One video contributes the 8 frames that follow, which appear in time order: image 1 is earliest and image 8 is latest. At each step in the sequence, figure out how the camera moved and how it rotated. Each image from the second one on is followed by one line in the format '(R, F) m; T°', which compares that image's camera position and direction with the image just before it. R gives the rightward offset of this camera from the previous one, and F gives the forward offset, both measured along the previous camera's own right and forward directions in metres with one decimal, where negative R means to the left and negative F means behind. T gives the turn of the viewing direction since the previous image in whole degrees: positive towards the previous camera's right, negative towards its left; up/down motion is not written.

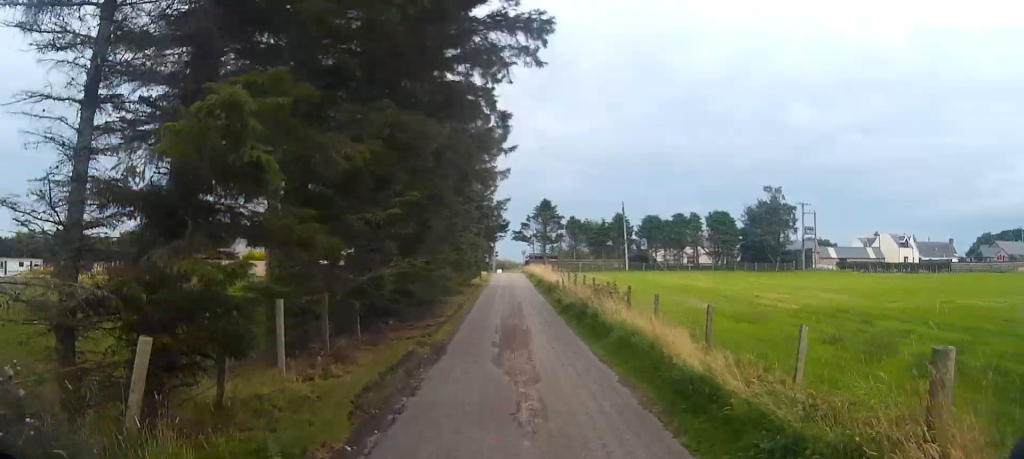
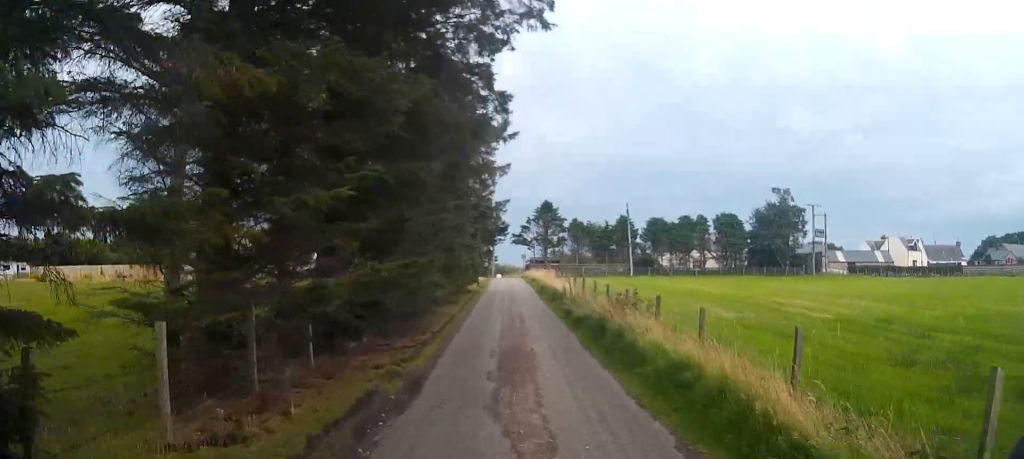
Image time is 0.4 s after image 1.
(0.0, +2.5) m; 0°
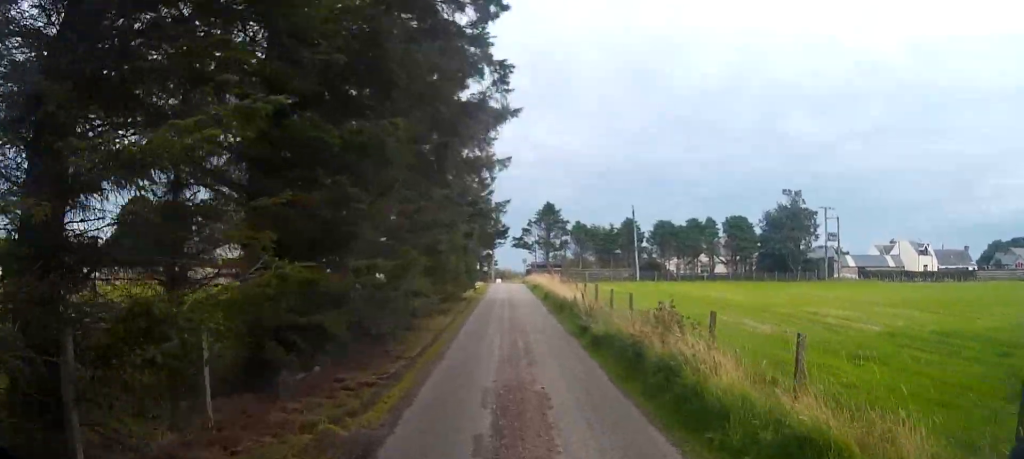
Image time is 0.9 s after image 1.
(-0.1, +2.8) m; -2°
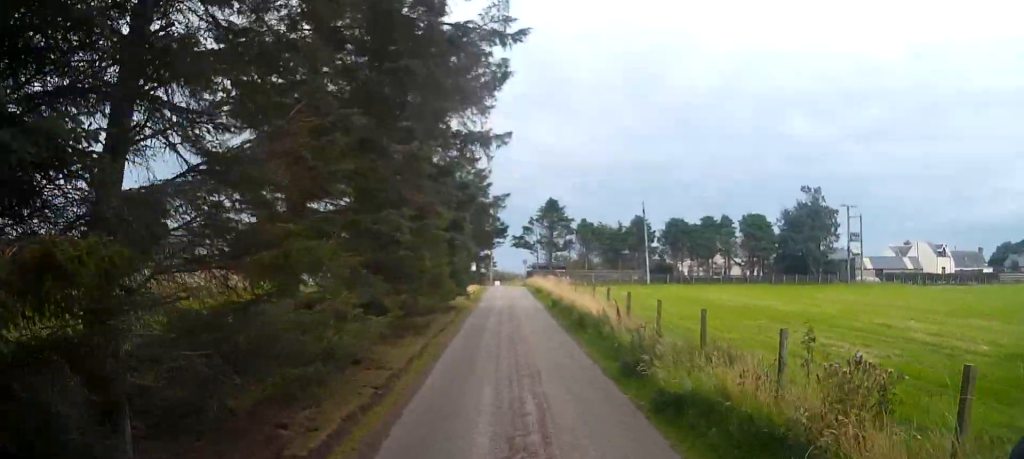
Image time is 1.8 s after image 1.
(-0.1, +4.9) m; -1°
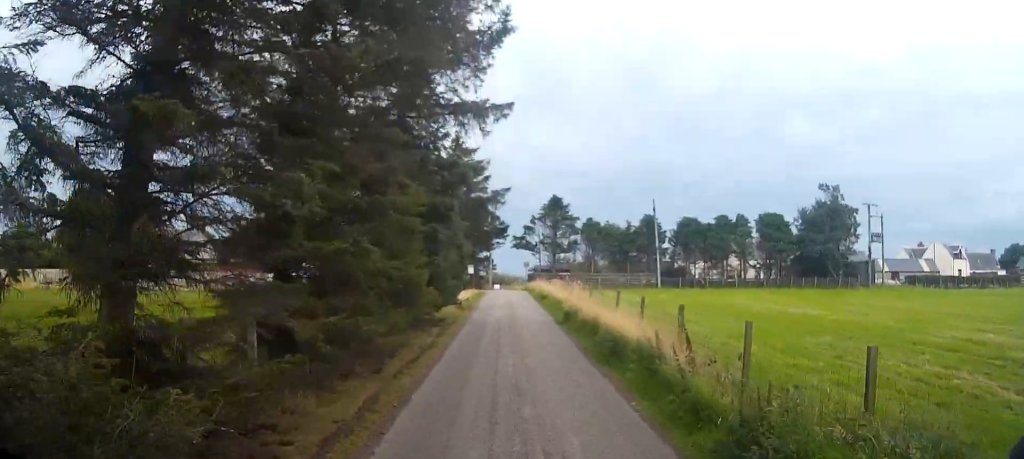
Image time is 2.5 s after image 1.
(0.0, +4.2) m; +1°
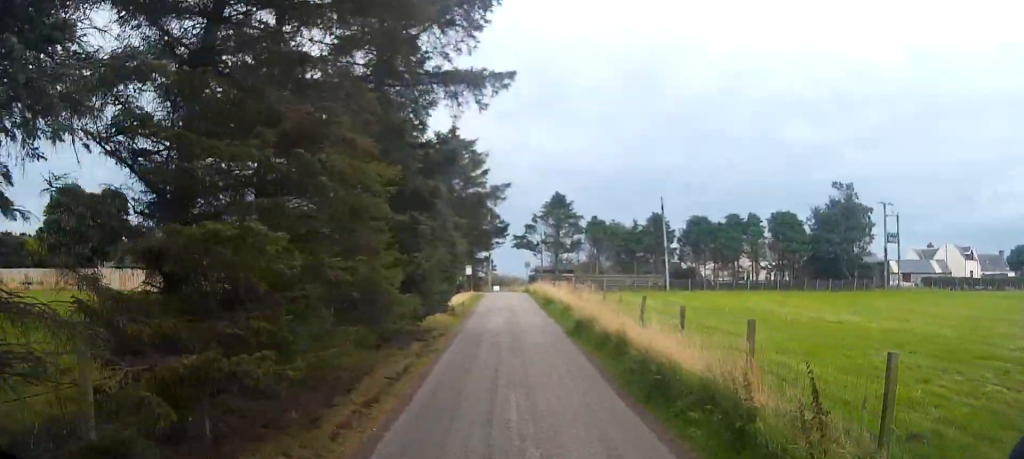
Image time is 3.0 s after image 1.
(-0.1, +2.7) m; +1°
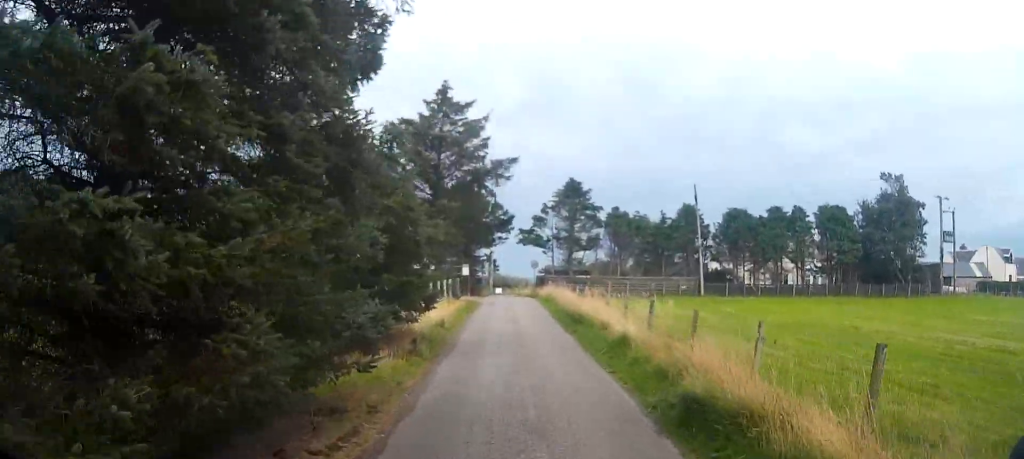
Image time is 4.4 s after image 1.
(+0.2, +8.3) m; -2°
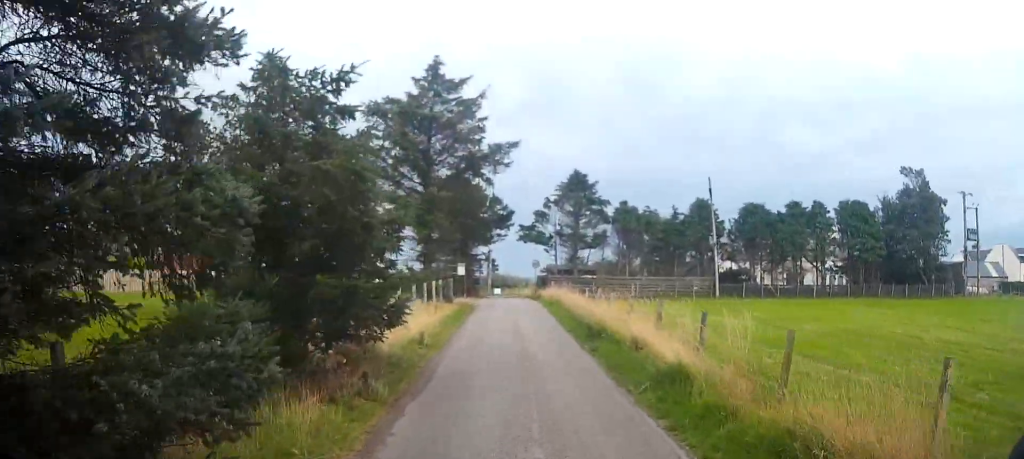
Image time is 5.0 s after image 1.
(-0.3, +3.4) m; -2°
